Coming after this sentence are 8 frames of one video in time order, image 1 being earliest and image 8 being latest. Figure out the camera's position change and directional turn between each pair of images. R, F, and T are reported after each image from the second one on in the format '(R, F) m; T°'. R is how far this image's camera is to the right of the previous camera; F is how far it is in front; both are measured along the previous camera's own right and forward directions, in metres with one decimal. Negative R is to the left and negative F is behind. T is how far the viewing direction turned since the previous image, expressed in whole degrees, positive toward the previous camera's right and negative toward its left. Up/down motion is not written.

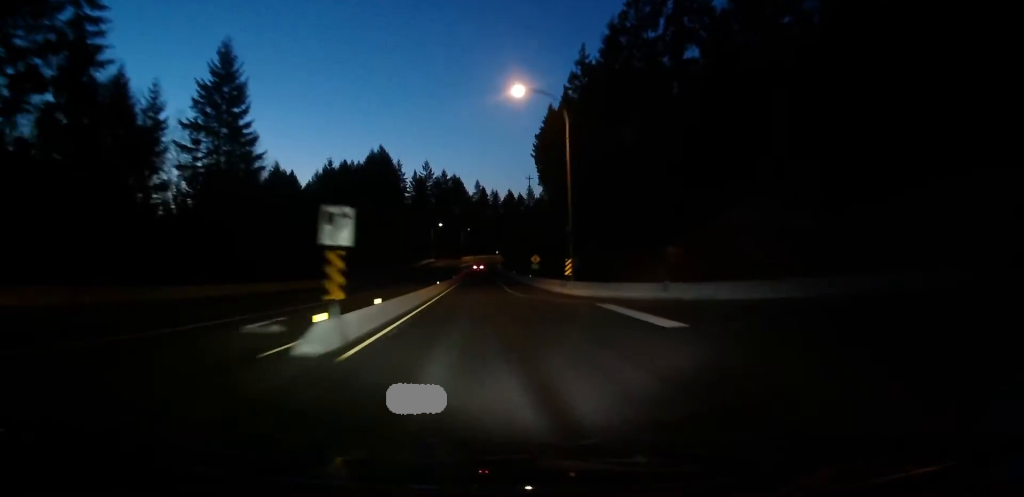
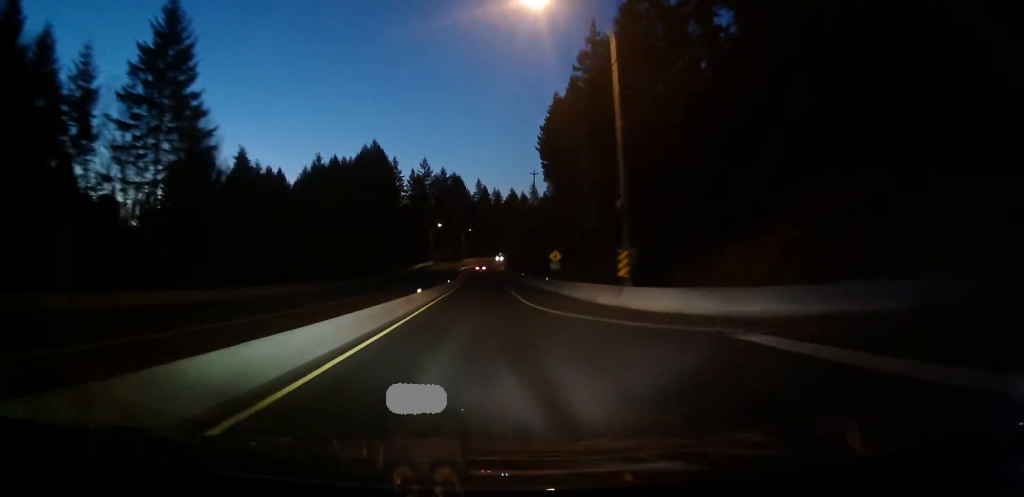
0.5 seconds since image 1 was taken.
(0.0, +13.4) m; 0°
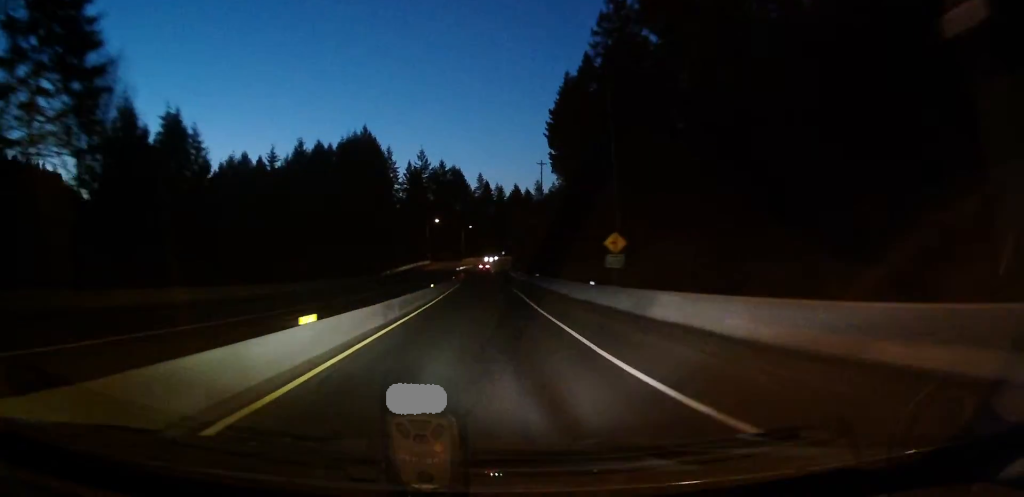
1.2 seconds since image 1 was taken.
(0.0, +17.9) m; -1°
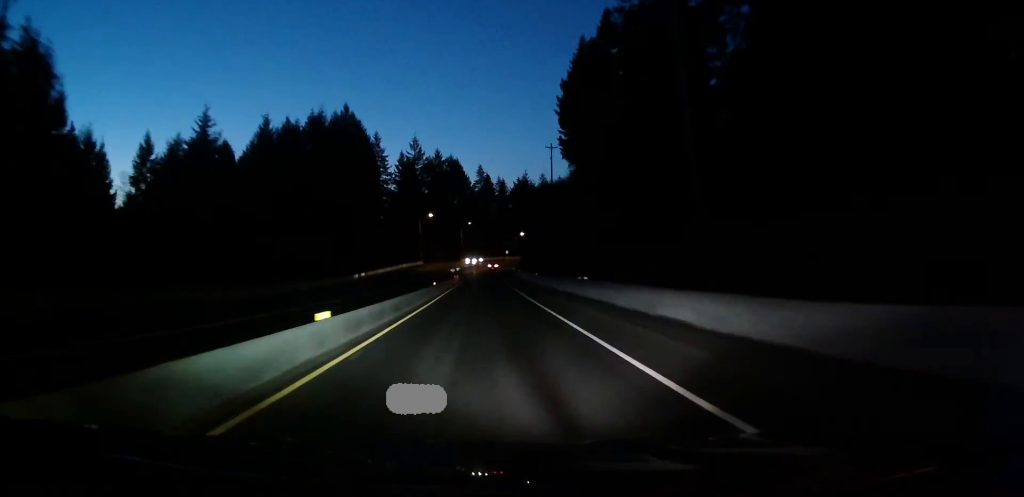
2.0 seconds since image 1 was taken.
(-0.1, +23.3) m; -1°
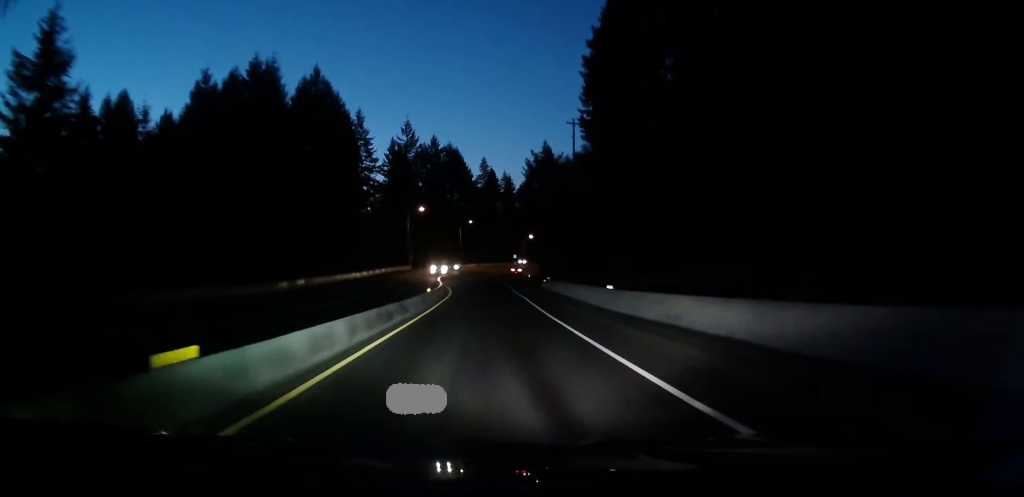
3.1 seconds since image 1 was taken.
(-0.5, +29.7) m; -1°
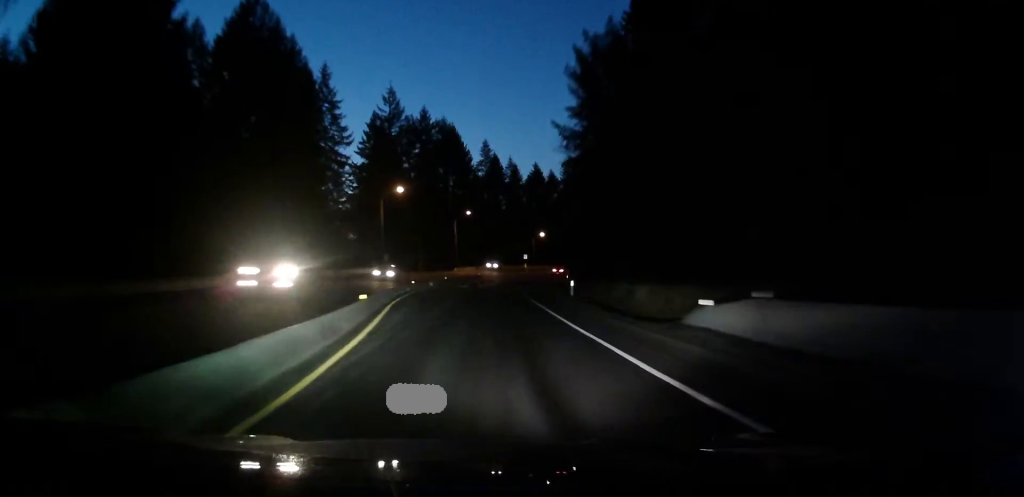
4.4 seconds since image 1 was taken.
(+0.3, +34.6) m; +1°
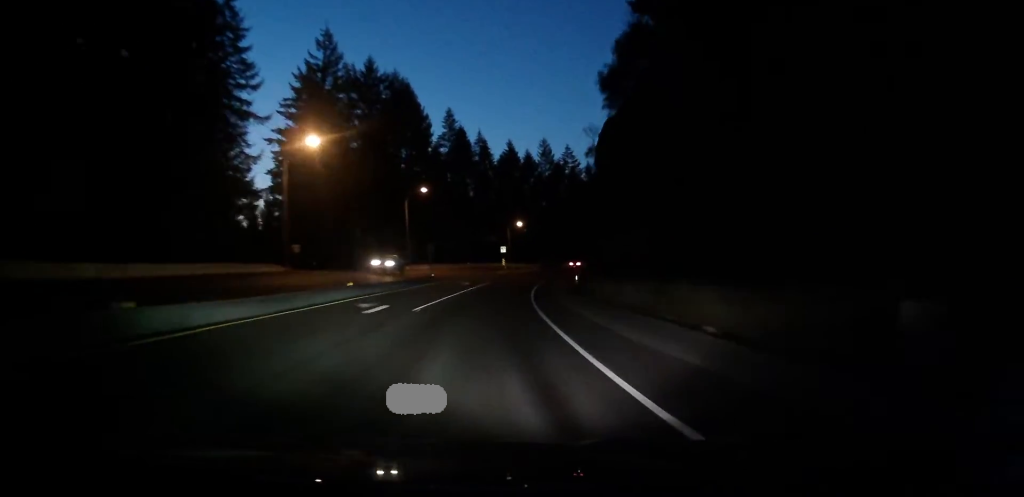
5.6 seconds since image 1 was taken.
(+0.1, +34.1) m; +1°
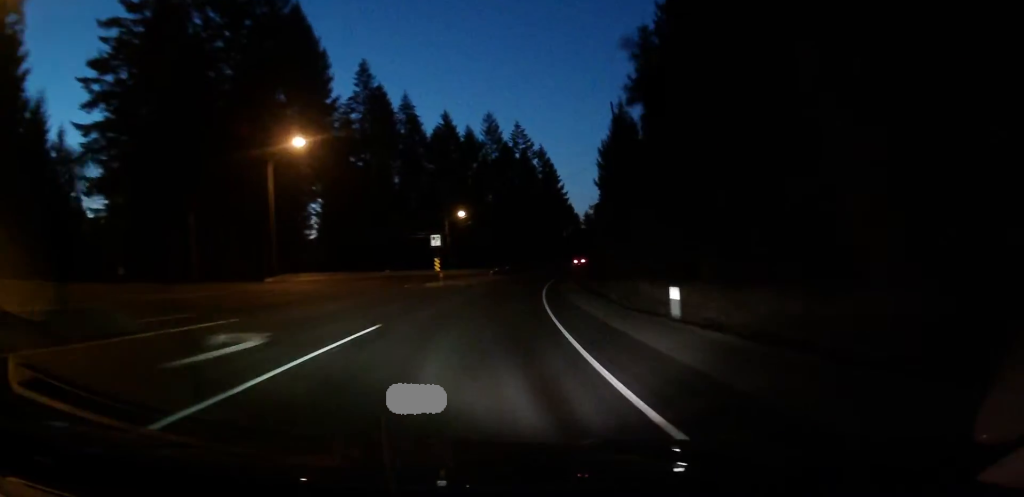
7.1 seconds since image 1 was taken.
(+0.7, +39.7) m; +2°
